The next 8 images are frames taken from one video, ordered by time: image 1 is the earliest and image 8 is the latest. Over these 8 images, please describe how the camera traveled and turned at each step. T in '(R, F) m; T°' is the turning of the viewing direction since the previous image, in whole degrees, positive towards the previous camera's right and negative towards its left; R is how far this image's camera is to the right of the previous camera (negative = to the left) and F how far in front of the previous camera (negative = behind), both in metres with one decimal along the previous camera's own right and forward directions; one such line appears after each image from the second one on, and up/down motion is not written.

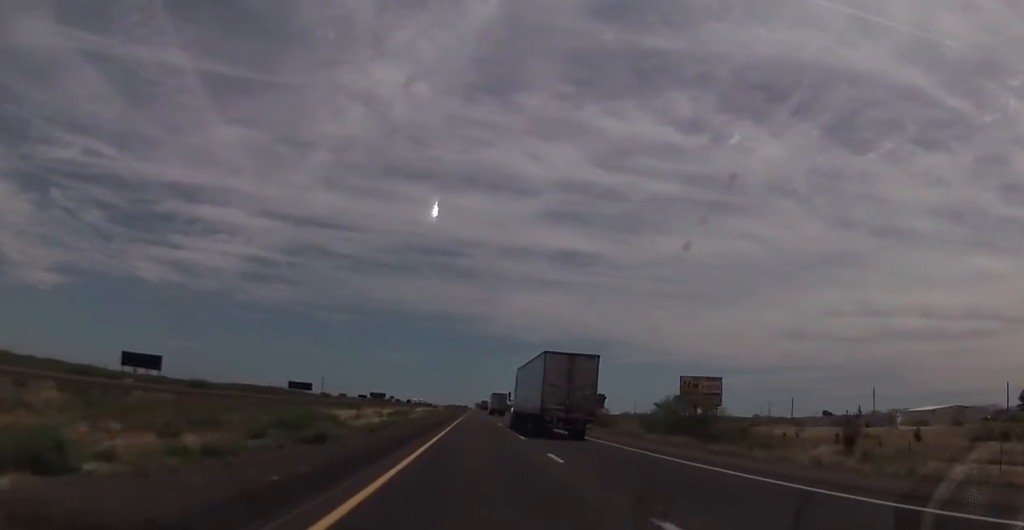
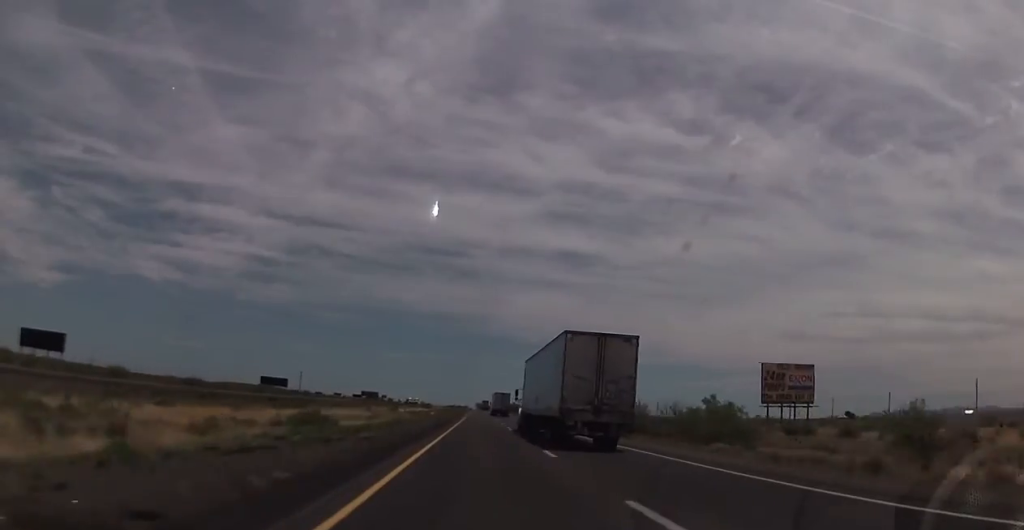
(-0.7, +46.5) m; -1°
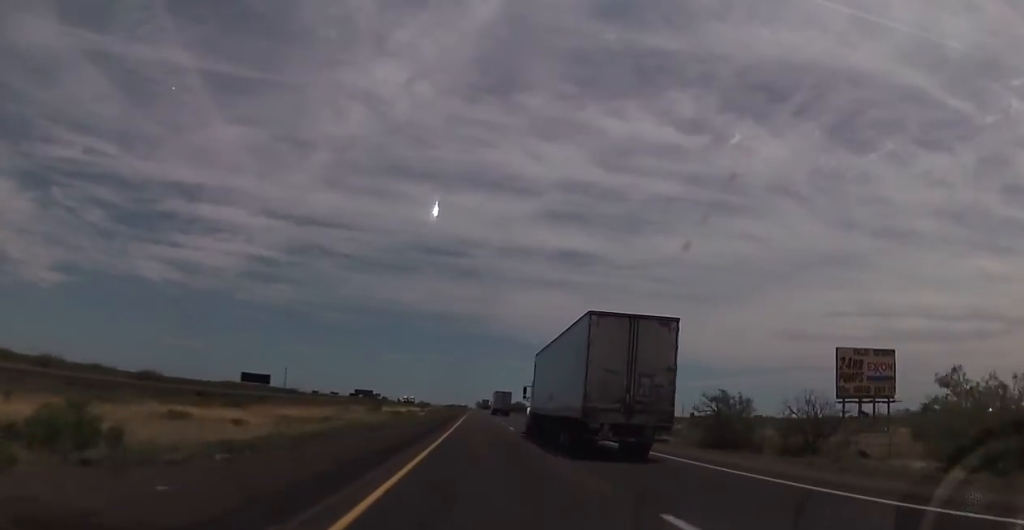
(0.0, +25.6) m; 0°
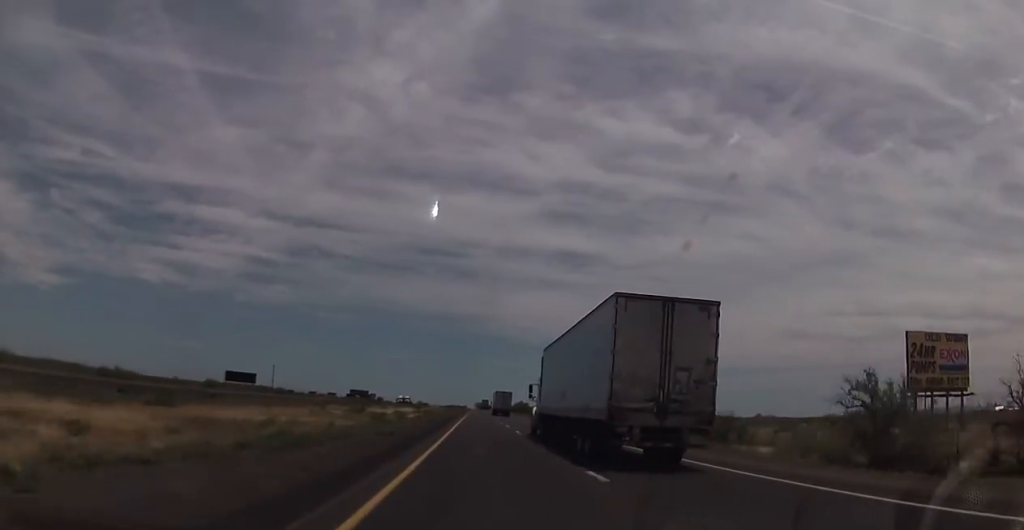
(0.0, +17.1) m; 0°
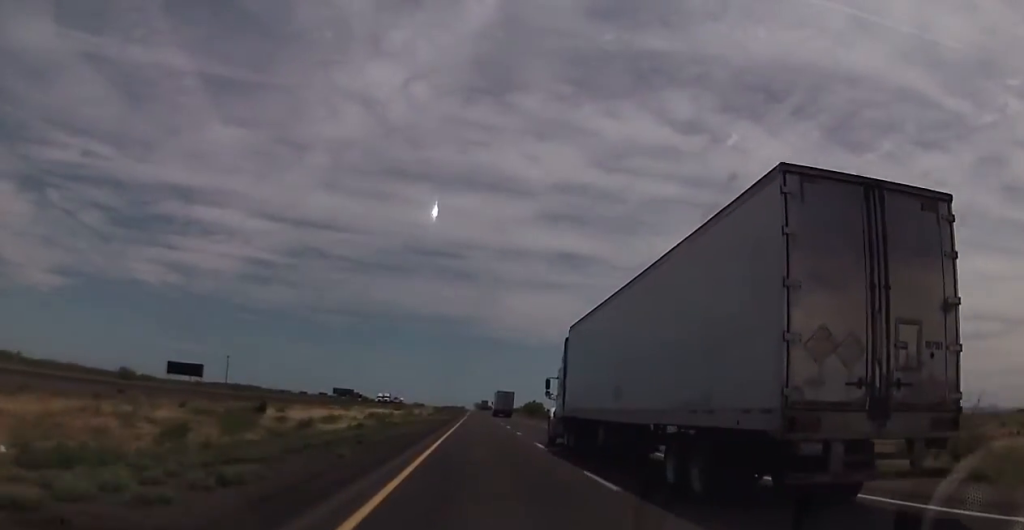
(0.0, +50.0) m; 0°
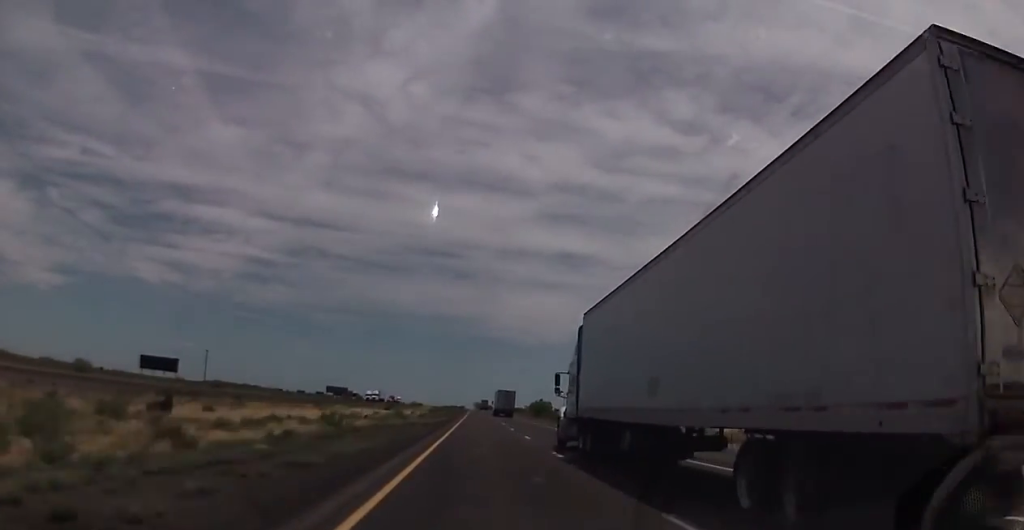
(0.0, +18.2) m; 0°
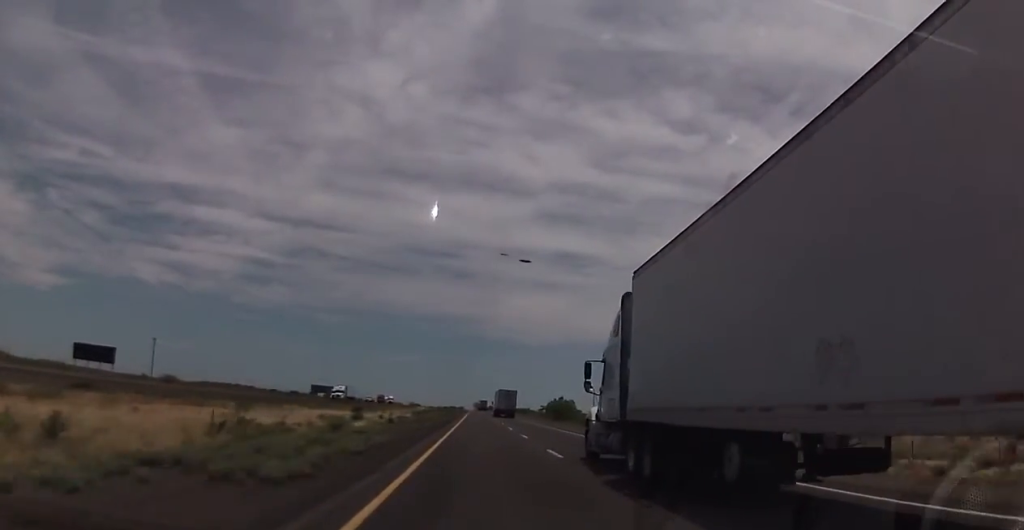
(0.0, +35.1) m; 0°
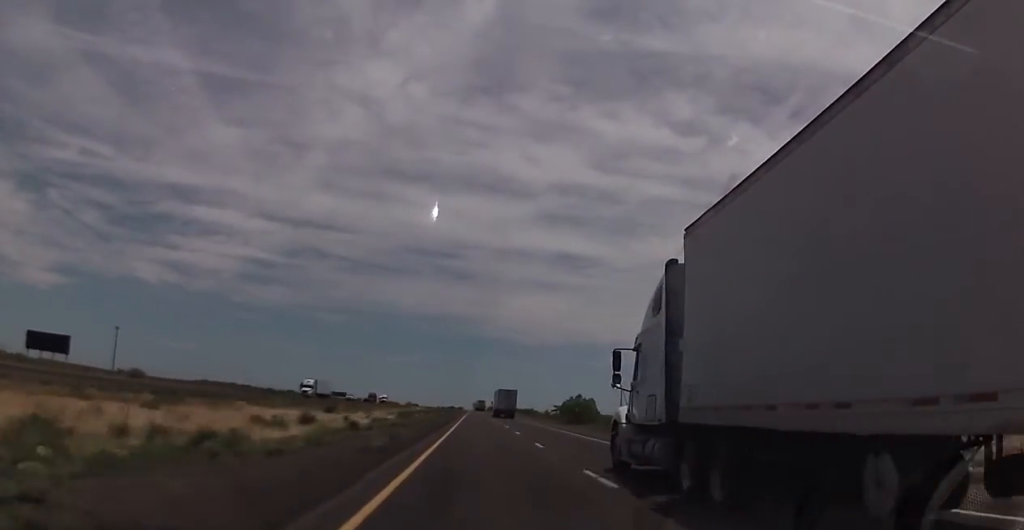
(0.0, +19.3) m; 0°
